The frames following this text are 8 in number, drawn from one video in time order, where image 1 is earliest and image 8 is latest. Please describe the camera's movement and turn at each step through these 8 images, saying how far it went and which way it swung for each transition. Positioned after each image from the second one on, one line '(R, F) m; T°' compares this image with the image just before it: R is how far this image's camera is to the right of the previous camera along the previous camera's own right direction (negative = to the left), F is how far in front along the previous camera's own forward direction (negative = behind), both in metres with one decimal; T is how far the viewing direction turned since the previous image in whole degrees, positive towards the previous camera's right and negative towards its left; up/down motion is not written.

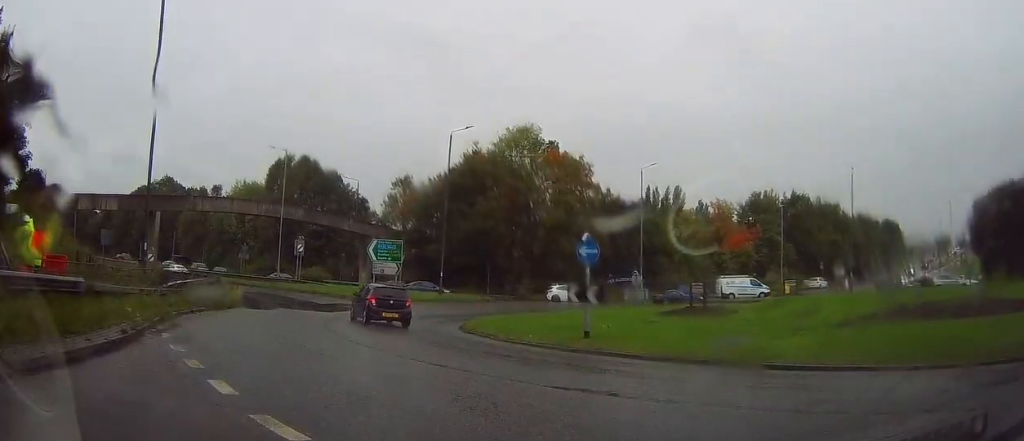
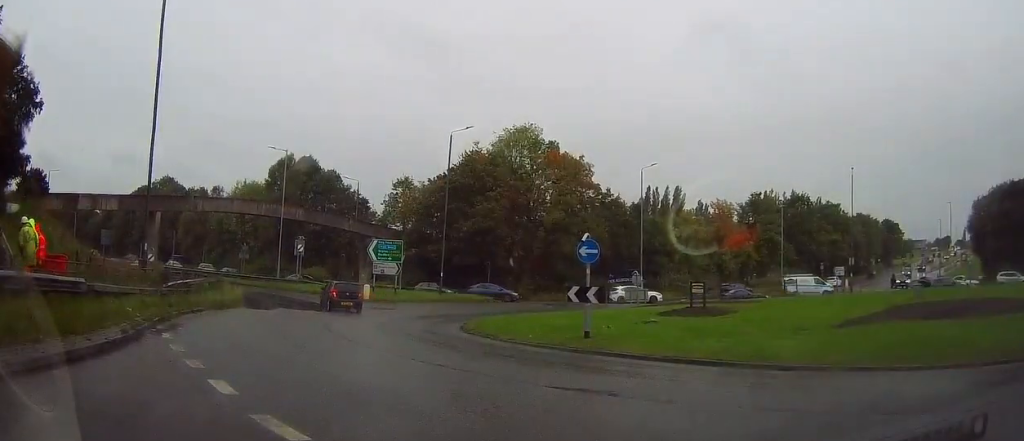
(0.0, 0.0) m; 0°
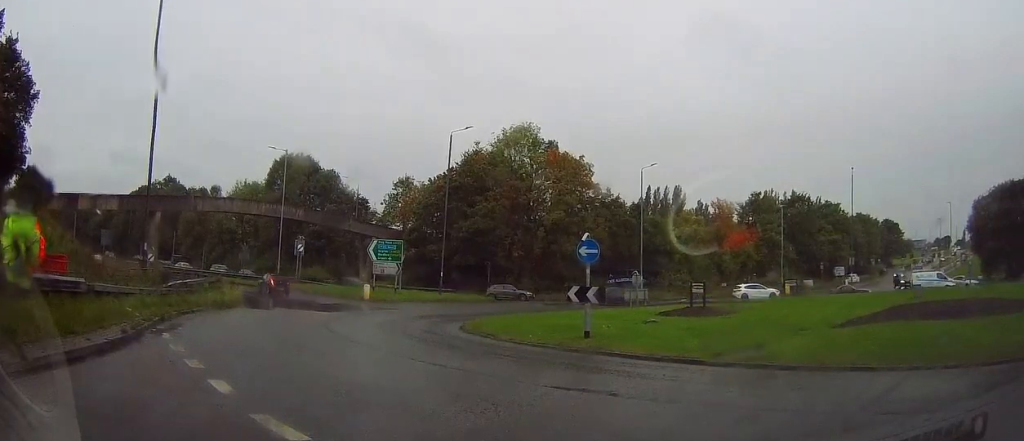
(0.0, 0.0) m; 0°
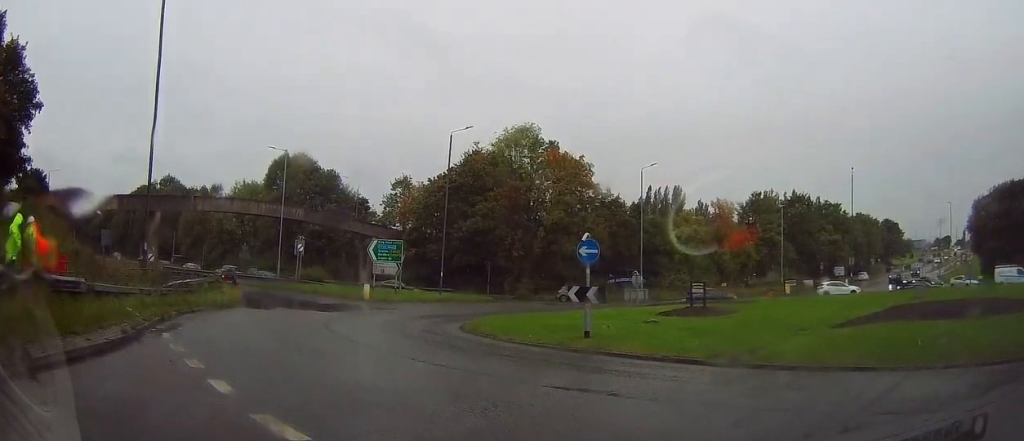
(0.0, 0.0) m; 0°
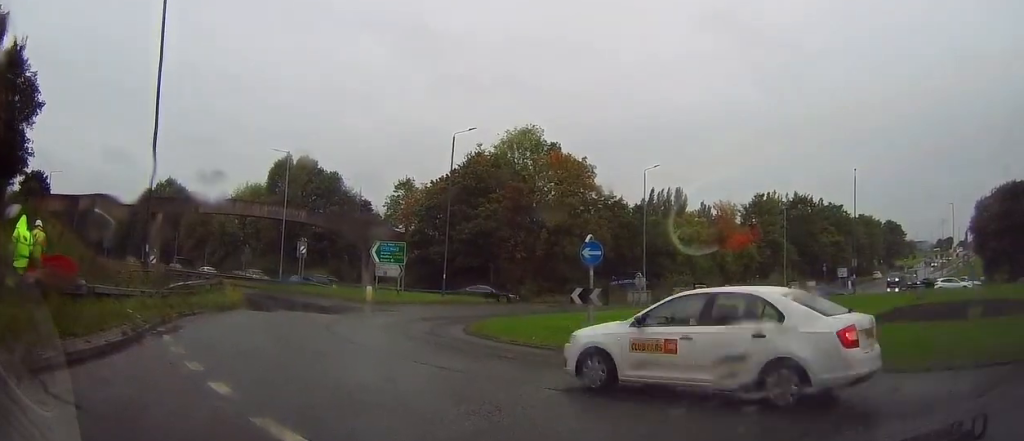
(0.0, 0.0) m; 0°
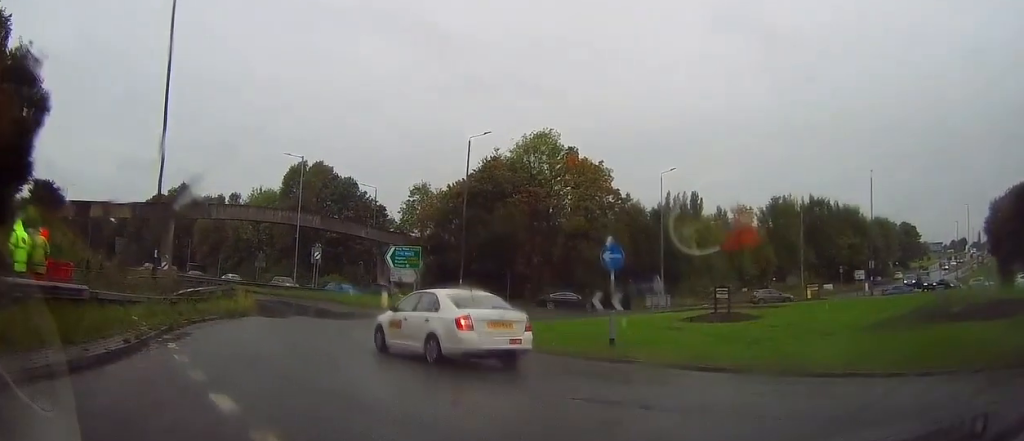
(0.0, +0.3) m; 0°
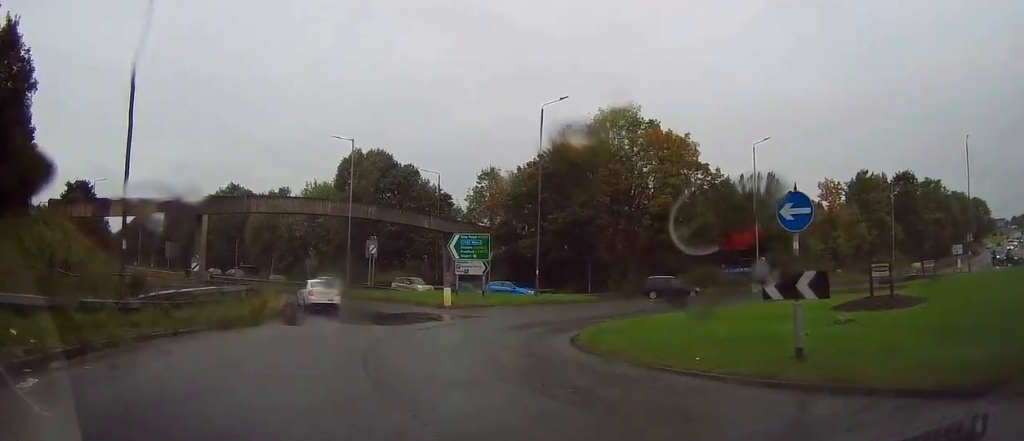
(-0.7, +4.9) m; -18°
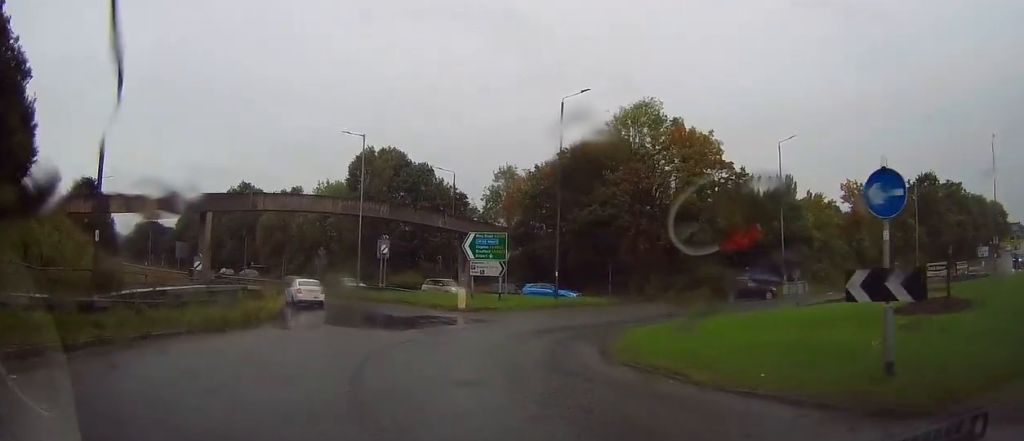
(0.0, +1.9) m; 0°
